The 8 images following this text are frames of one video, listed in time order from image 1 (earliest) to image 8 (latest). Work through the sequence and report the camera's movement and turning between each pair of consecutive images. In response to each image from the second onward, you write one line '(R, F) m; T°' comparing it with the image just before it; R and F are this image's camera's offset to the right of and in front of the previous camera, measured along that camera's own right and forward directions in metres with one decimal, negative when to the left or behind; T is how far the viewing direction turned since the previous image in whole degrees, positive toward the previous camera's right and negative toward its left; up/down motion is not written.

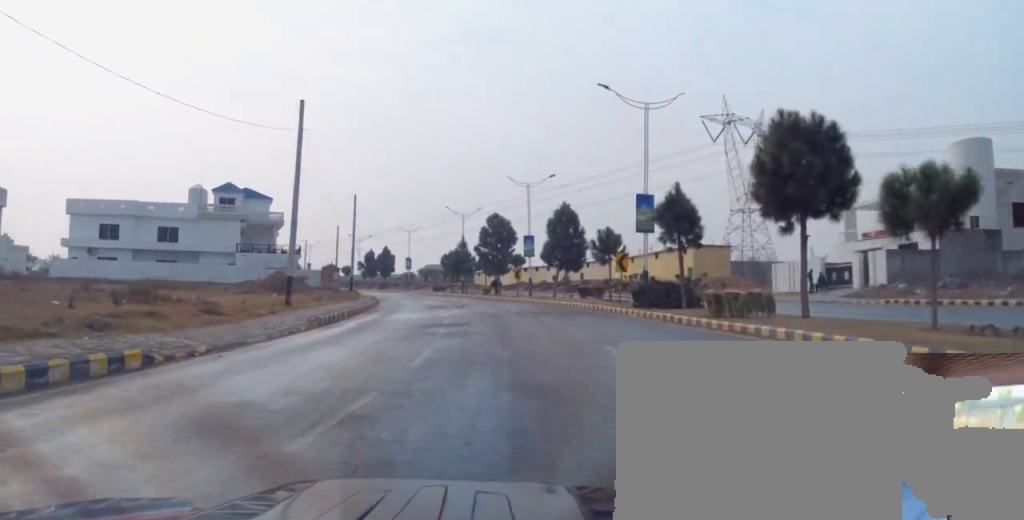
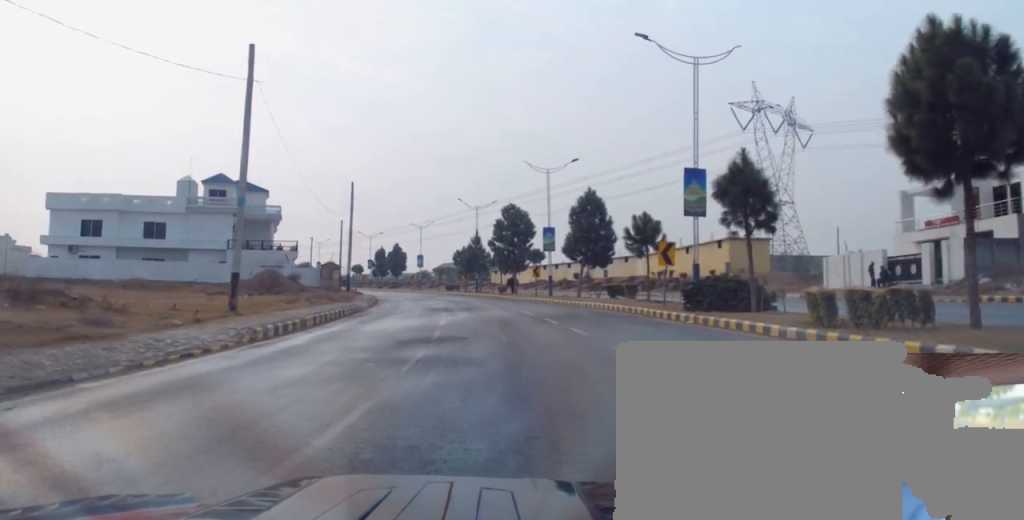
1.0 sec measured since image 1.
(+0.2, +7.0) m; 0°
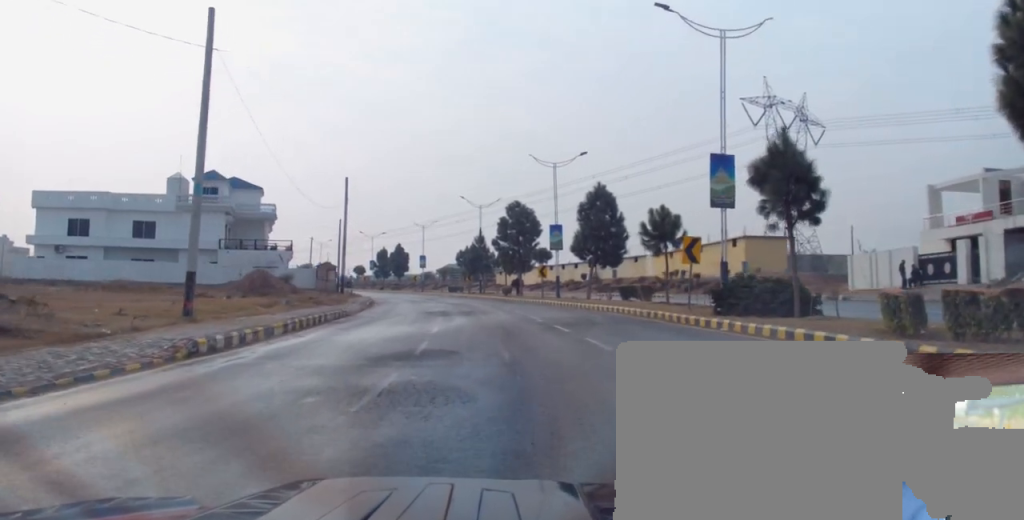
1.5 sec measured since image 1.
(+0.1, +3.4) m; -1°
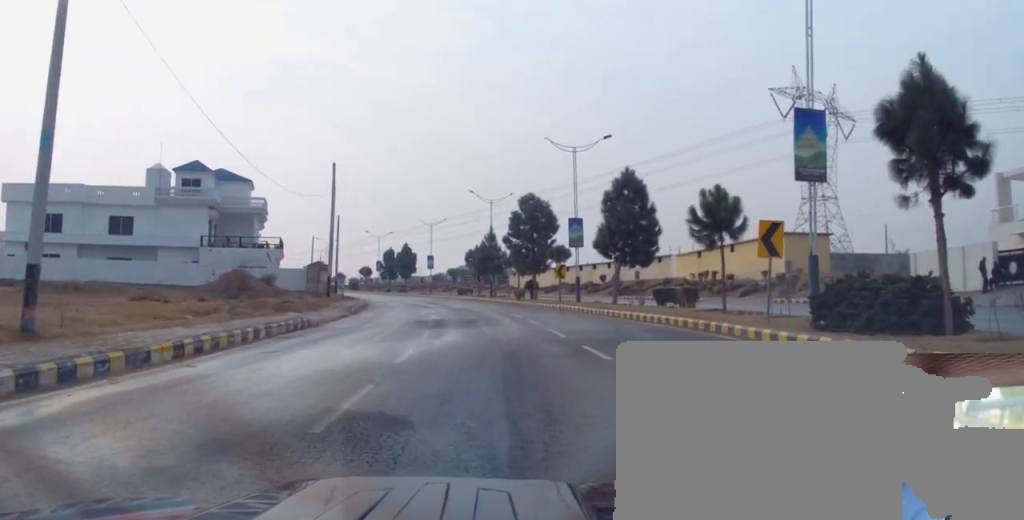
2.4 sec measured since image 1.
(-0.3, +6.8) m; -3°
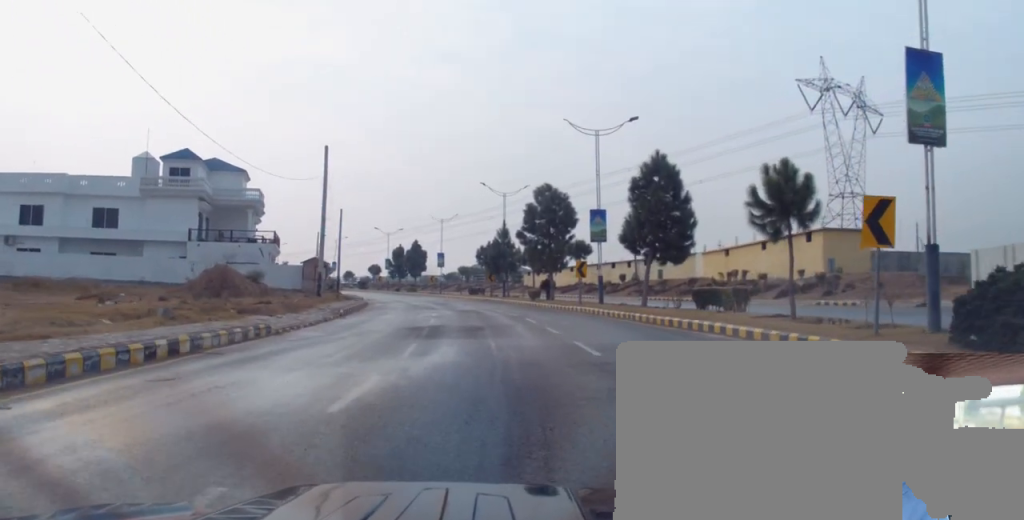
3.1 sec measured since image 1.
(-0.1, +5.0) m; +2°
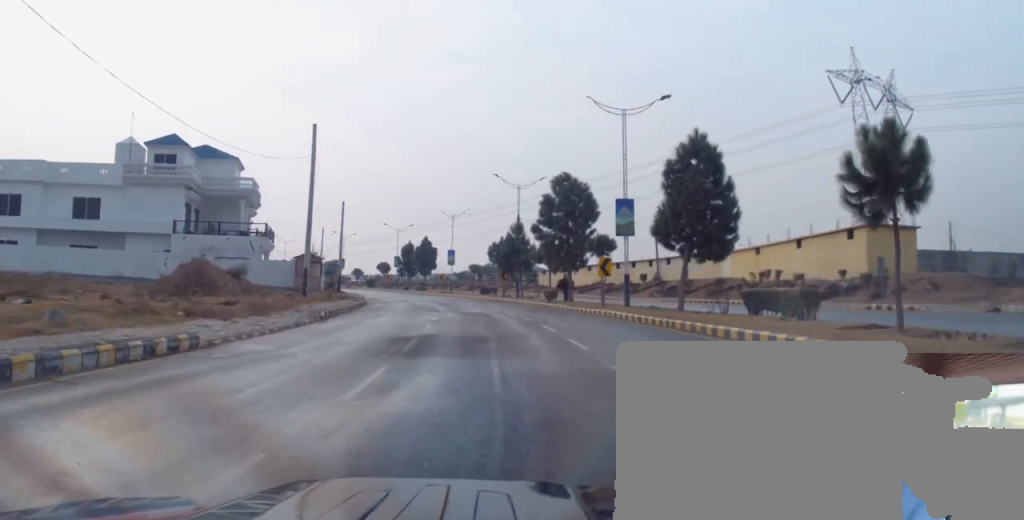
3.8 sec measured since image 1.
(+0.2, +5.1) m; -1°
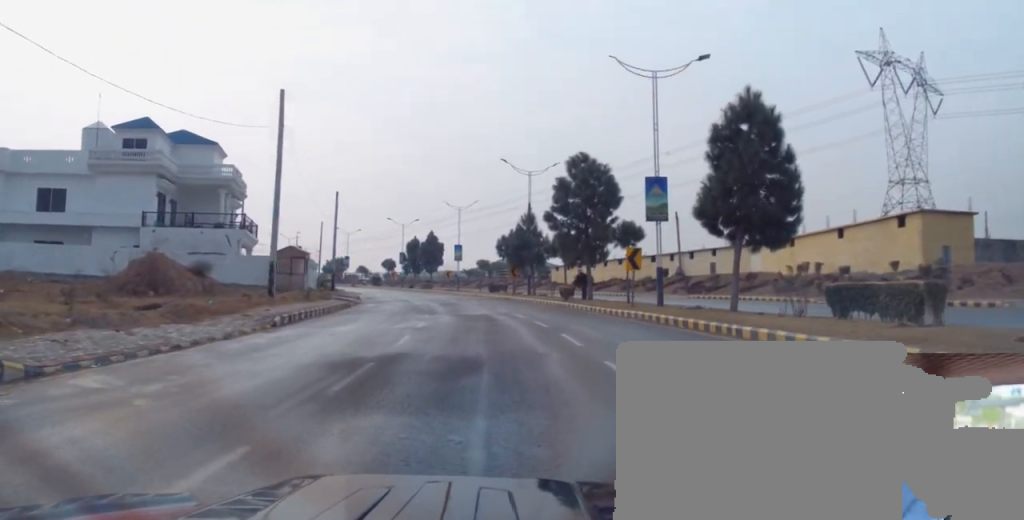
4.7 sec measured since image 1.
(-0.1, +6.1) m; -3°
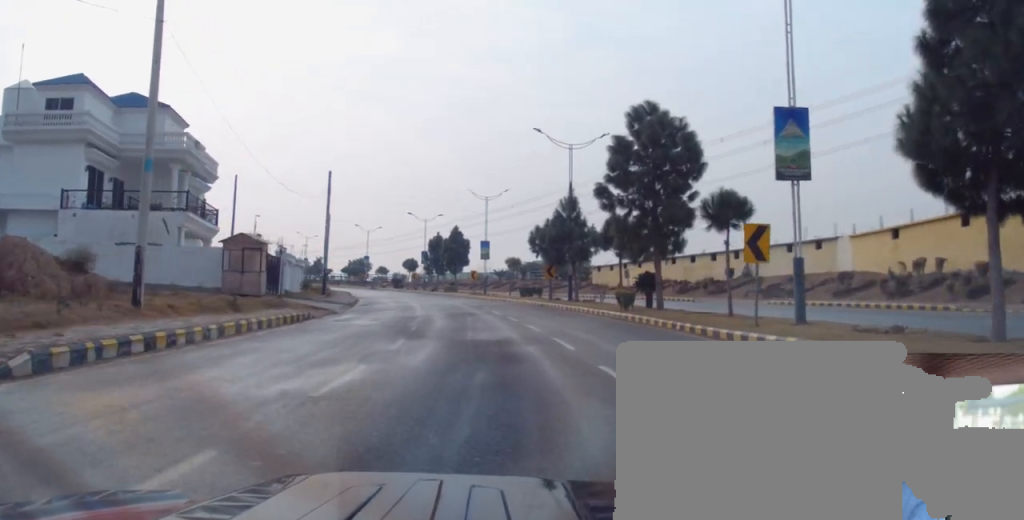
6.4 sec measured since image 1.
(-0.4, +12.2) m; -2°
